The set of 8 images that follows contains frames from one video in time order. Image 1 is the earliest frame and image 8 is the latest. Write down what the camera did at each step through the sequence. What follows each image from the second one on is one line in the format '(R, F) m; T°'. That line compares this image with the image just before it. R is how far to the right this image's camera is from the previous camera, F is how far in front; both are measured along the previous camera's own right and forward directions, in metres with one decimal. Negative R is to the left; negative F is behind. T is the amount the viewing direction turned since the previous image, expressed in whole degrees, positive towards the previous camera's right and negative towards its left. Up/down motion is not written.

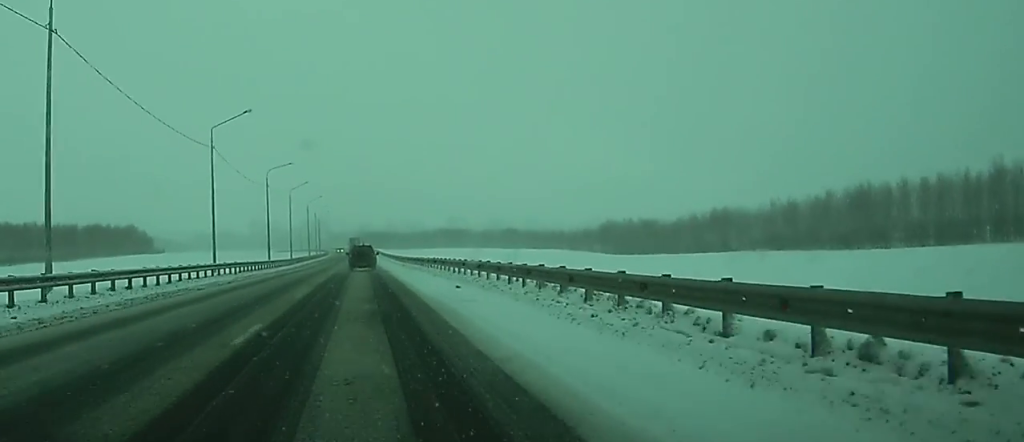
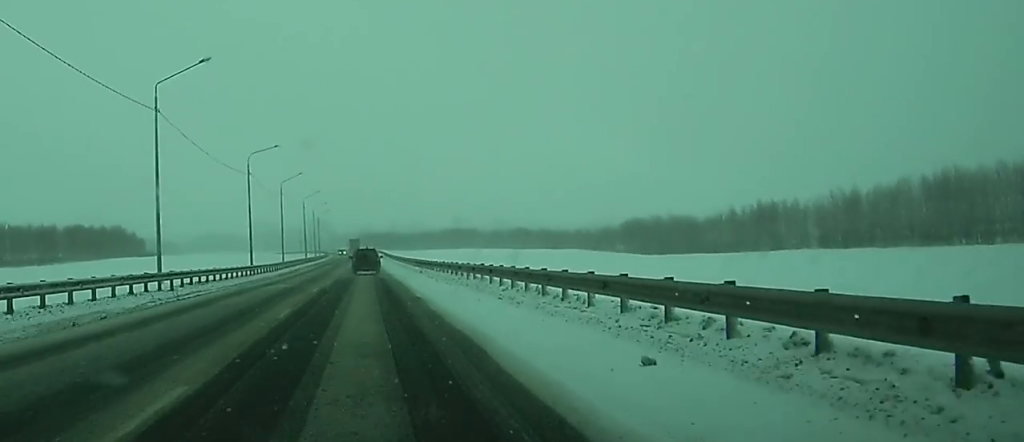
(0.0, +18.4) m; 0°
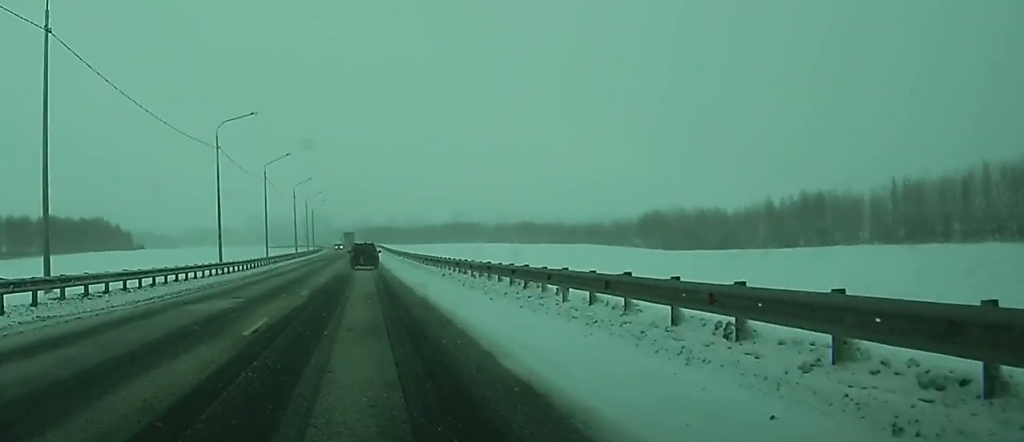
(0.0, +16.6) m; 0°
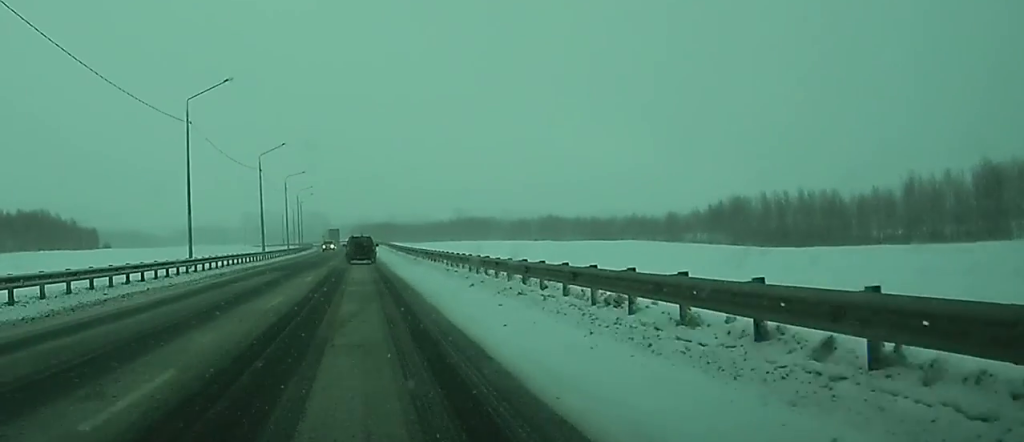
(-0.1, +43.5) m; 0°
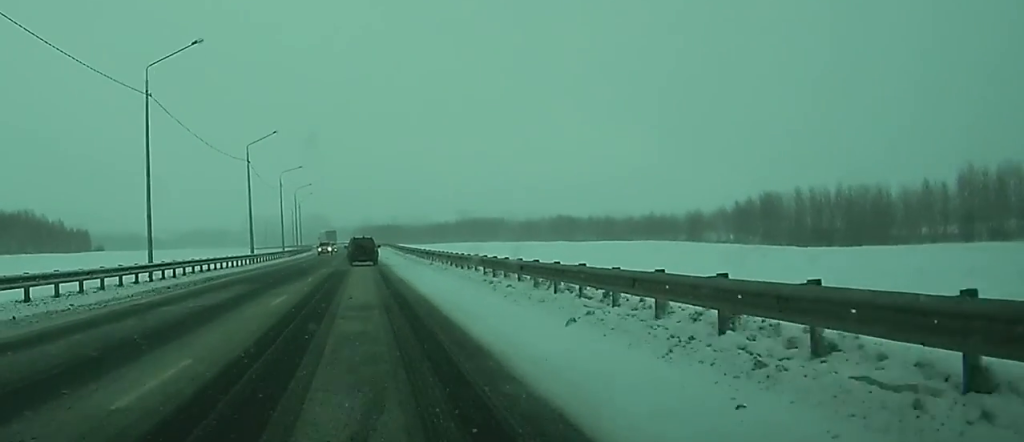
(0.0, +11.2) m; 0°
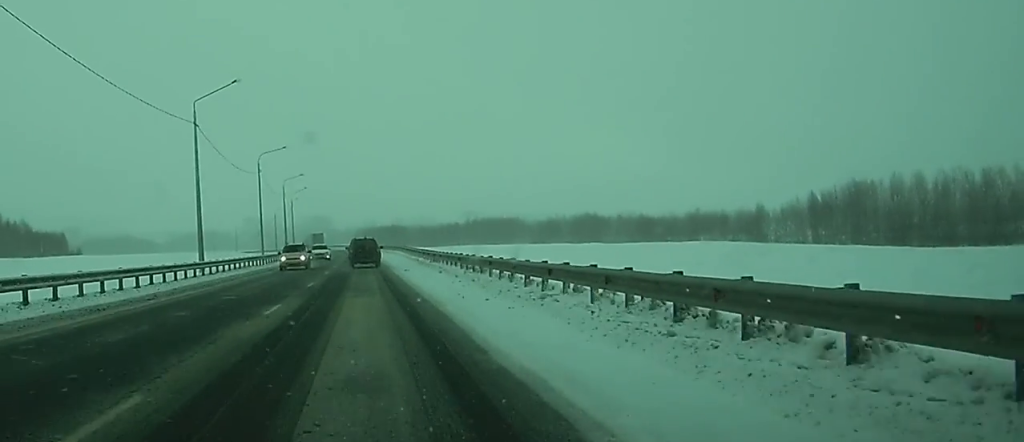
(0.0, +26.6) m; 0°
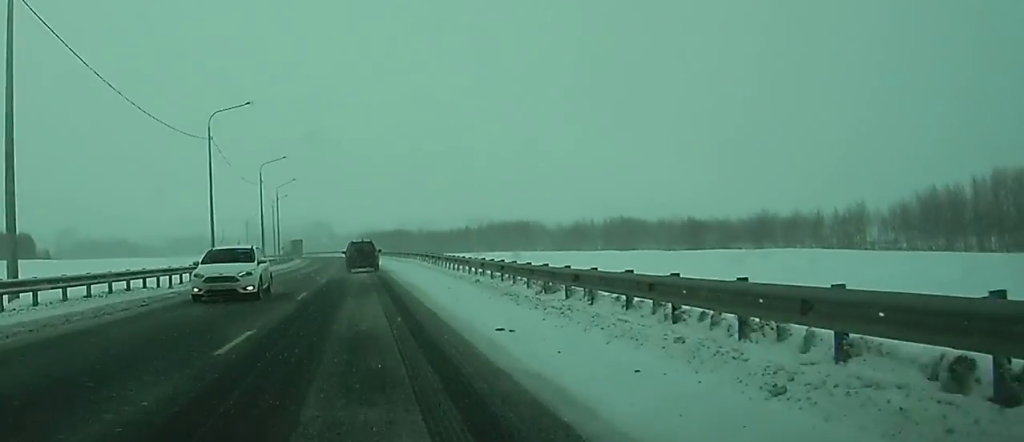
(-0.1, +29.7) m; 0°
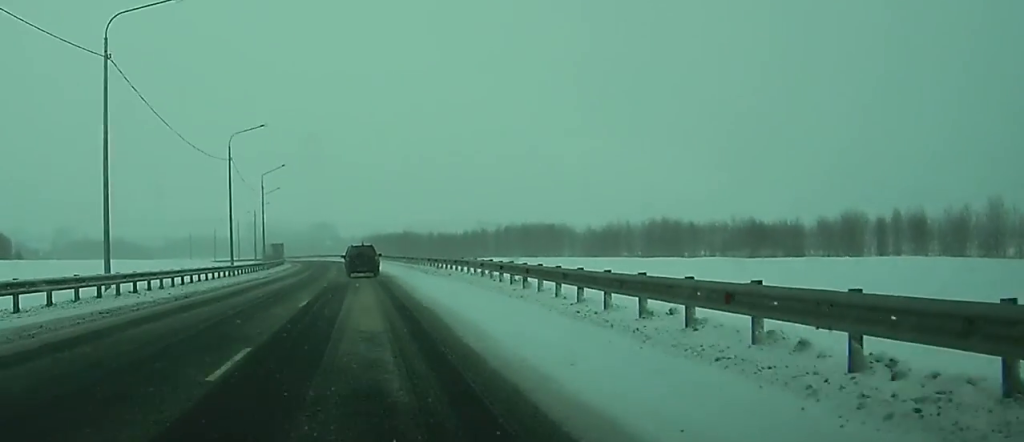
(0.0, +26.0) m; 0°
